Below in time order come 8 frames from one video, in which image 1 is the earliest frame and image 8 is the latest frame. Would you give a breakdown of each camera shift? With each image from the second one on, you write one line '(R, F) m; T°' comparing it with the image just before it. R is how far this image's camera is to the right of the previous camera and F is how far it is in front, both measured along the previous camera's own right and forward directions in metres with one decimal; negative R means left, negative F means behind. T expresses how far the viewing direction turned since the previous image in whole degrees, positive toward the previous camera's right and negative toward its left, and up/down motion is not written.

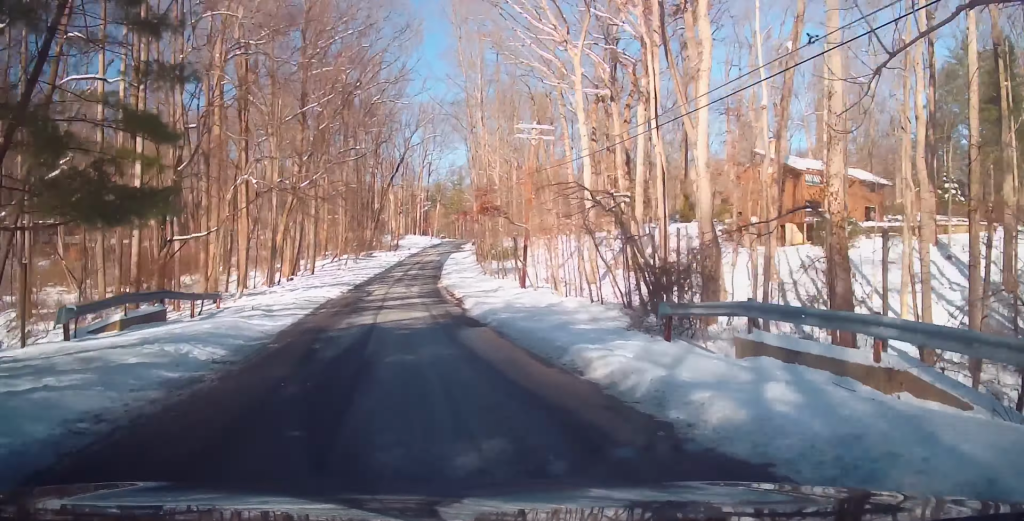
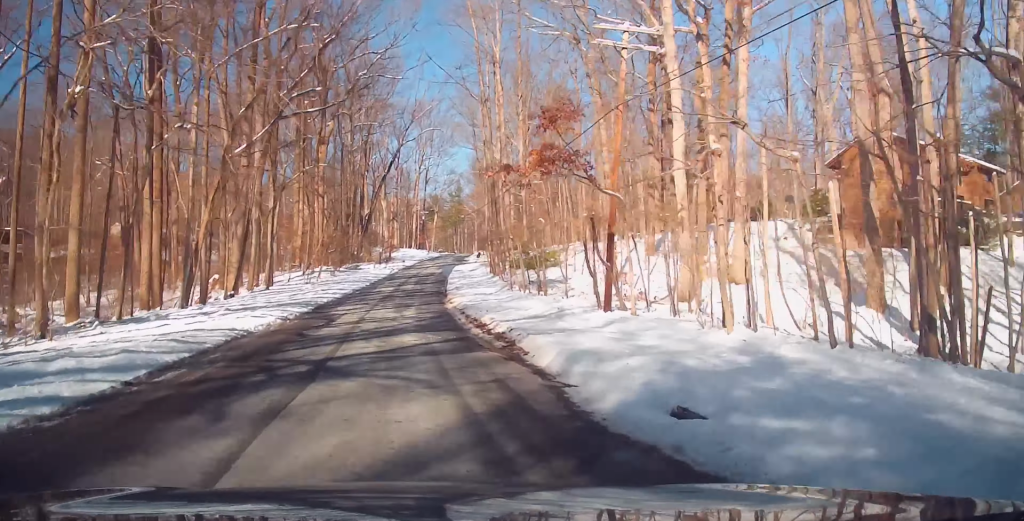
(+0.5, +19.2) m; +1°
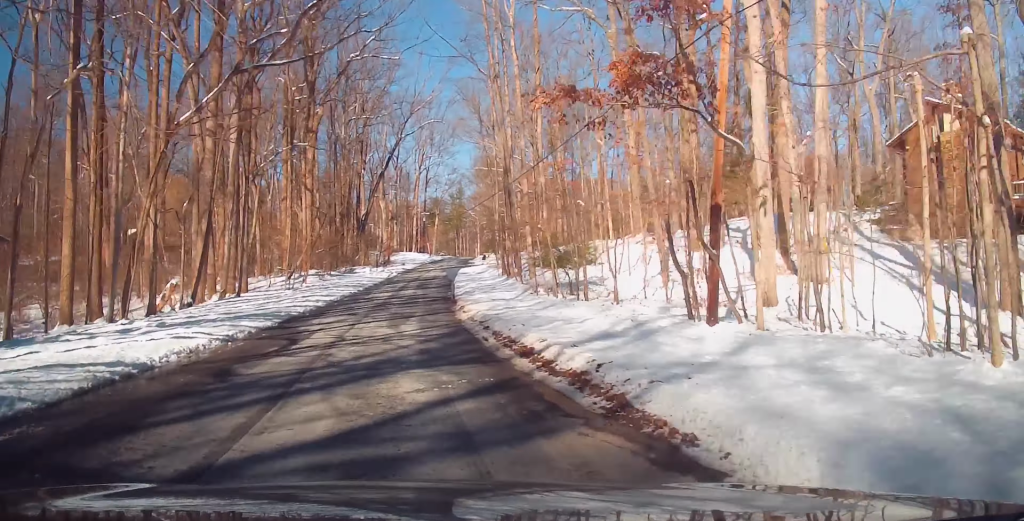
(-0.1, +8.2) m; 0°
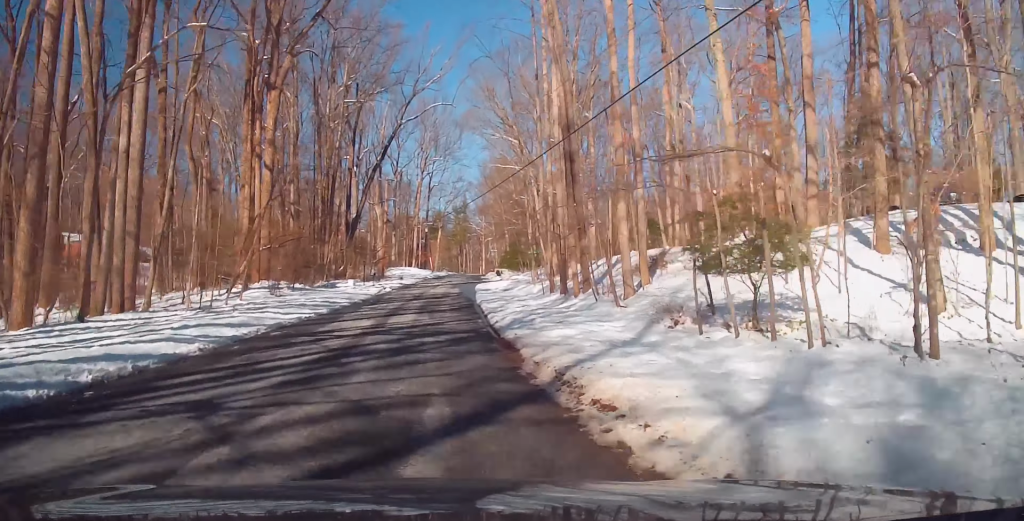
(-0.3, +19.0) m; 0°
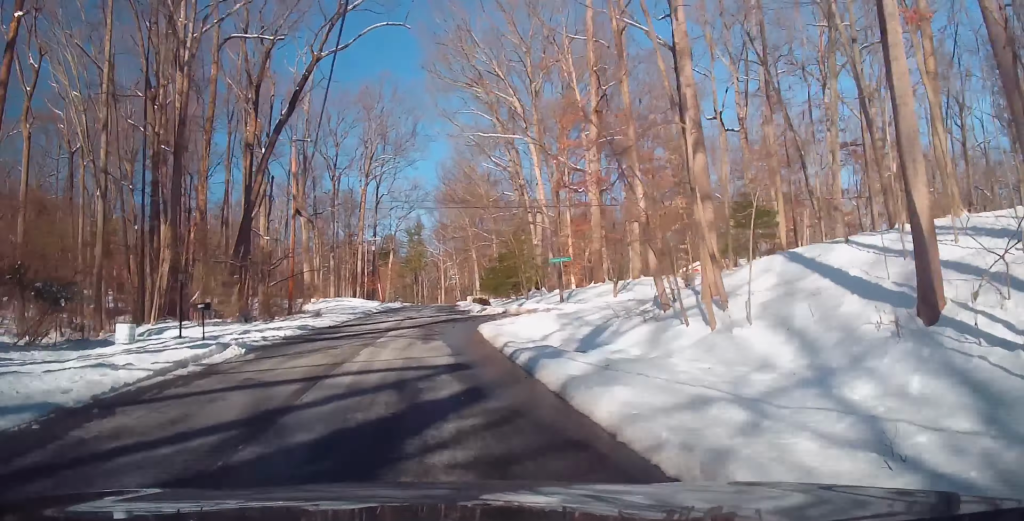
(+0.2, +32.3) m; +1°
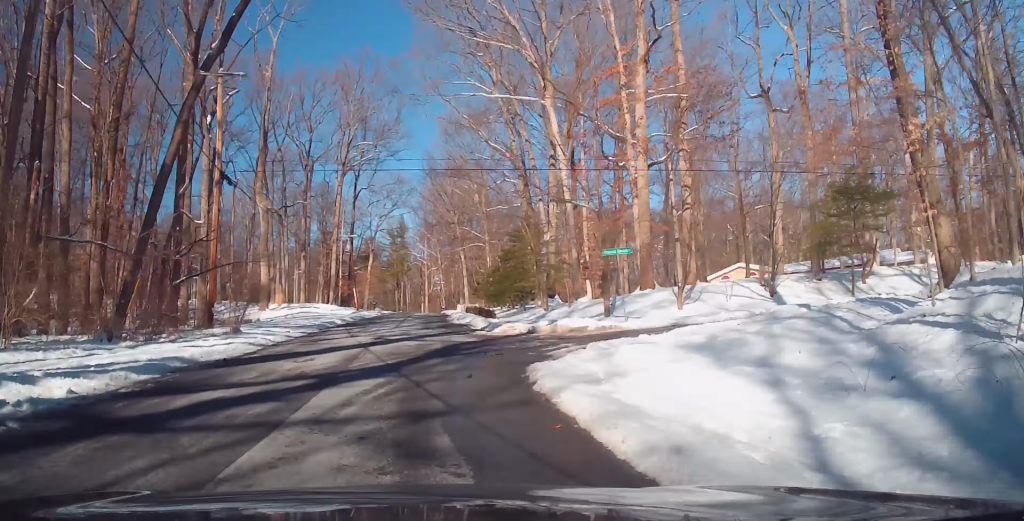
(0.0, +13.4) m; +1°
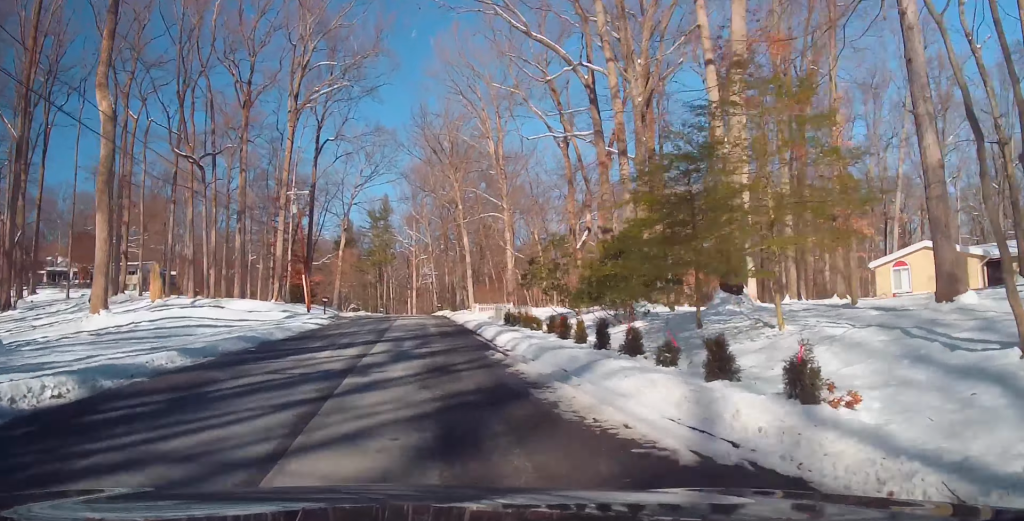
(+1.4, +31.4) m; +5°
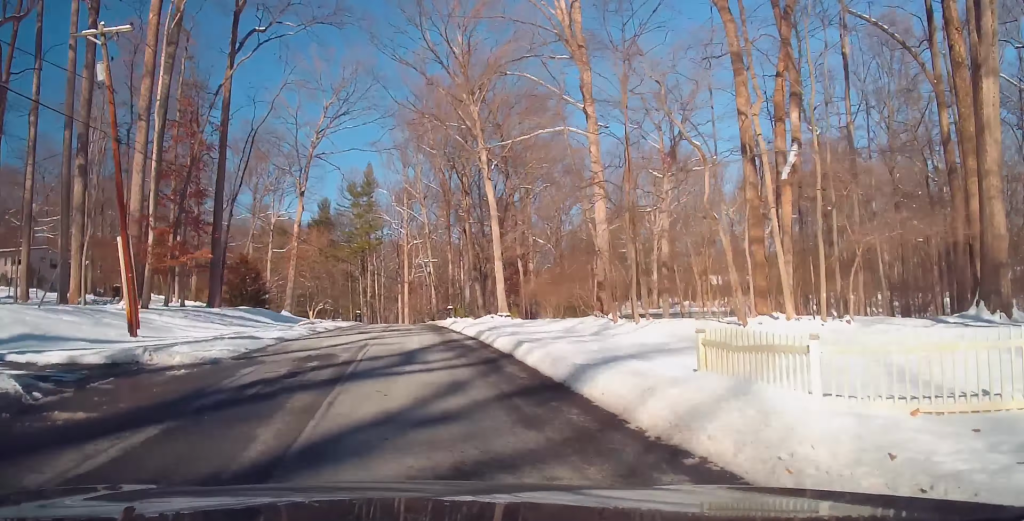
(+1.0, +33.7) m; +2°
